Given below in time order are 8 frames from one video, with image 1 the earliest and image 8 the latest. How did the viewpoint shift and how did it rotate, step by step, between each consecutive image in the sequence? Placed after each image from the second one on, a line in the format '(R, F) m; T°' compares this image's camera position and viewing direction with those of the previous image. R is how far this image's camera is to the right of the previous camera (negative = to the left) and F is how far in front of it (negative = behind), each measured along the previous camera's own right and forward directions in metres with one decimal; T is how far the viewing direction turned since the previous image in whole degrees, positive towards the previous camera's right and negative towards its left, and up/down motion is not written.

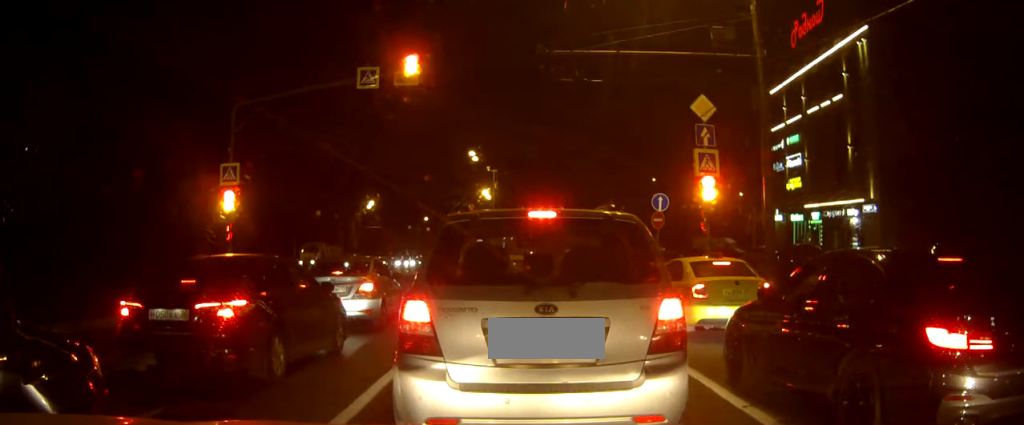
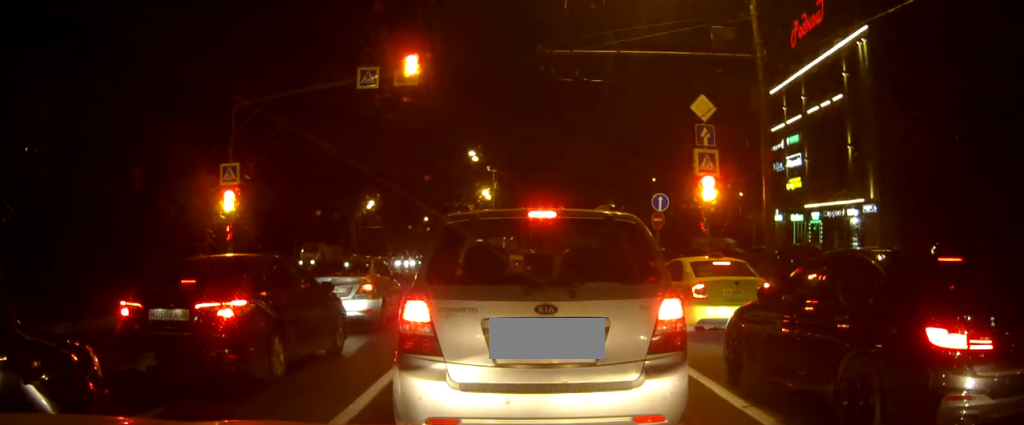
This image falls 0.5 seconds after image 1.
(0.0, 0.0) m; 0°
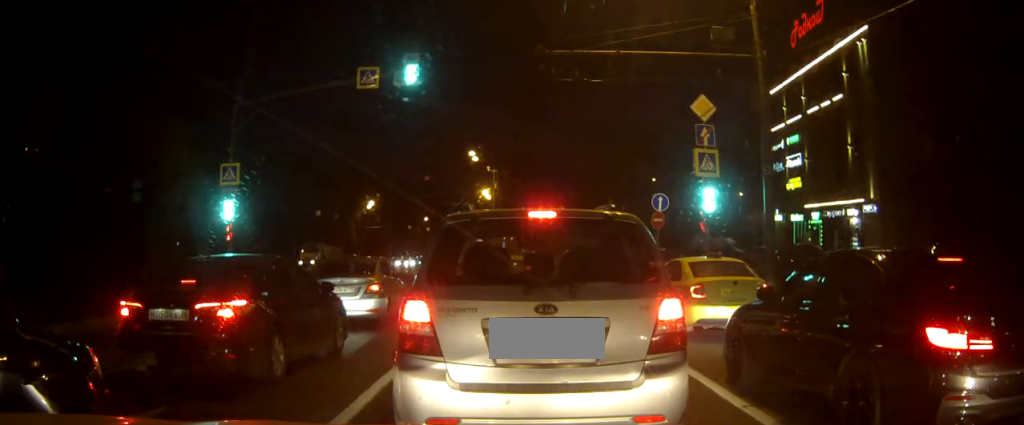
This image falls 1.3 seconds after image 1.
(0.0, 0.0) m; 0°
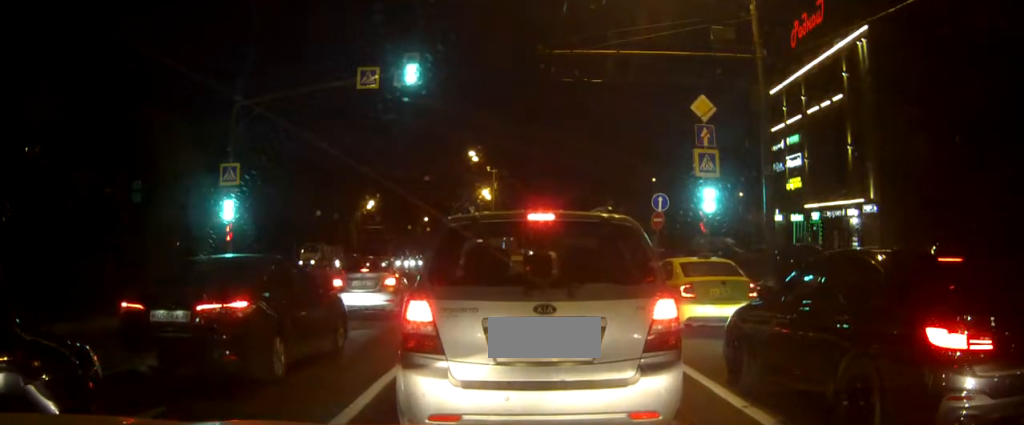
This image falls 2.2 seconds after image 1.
(0.0, 0.0) m; 0°
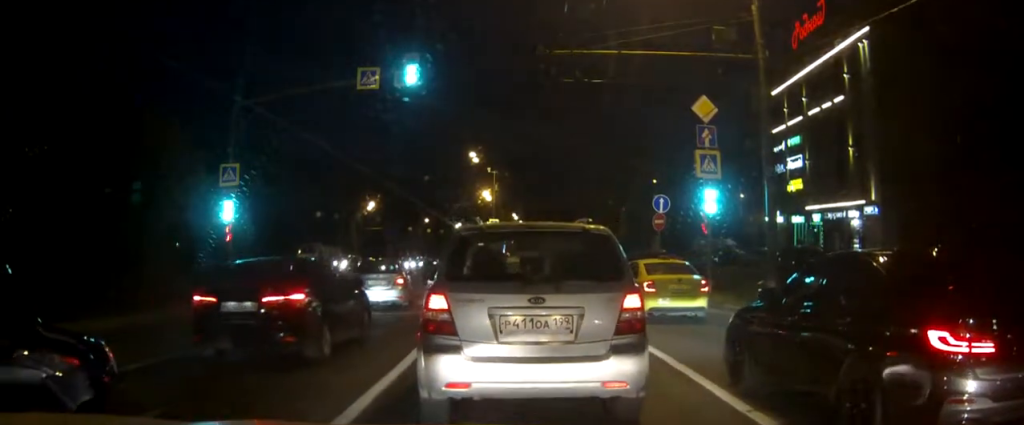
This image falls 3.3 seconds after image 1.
(0.0, +0.3) m; 0°
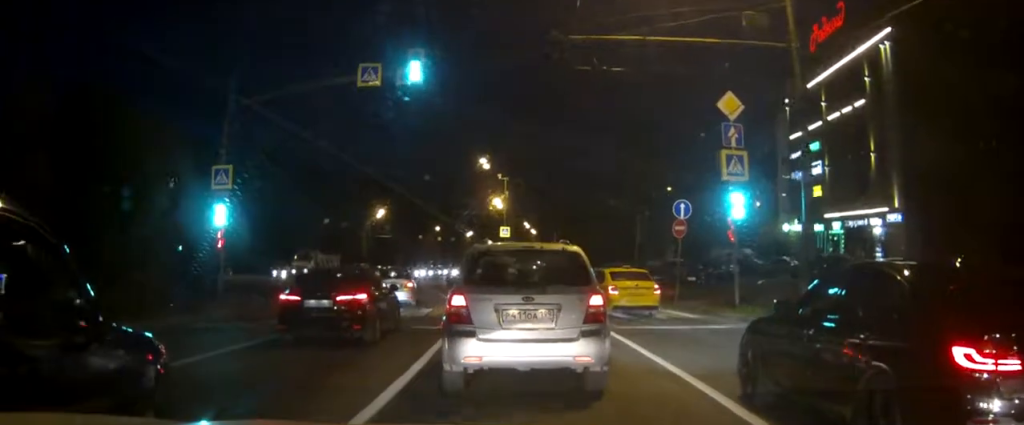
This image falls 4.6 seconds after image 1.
(0.0, +0.3) m; 0°
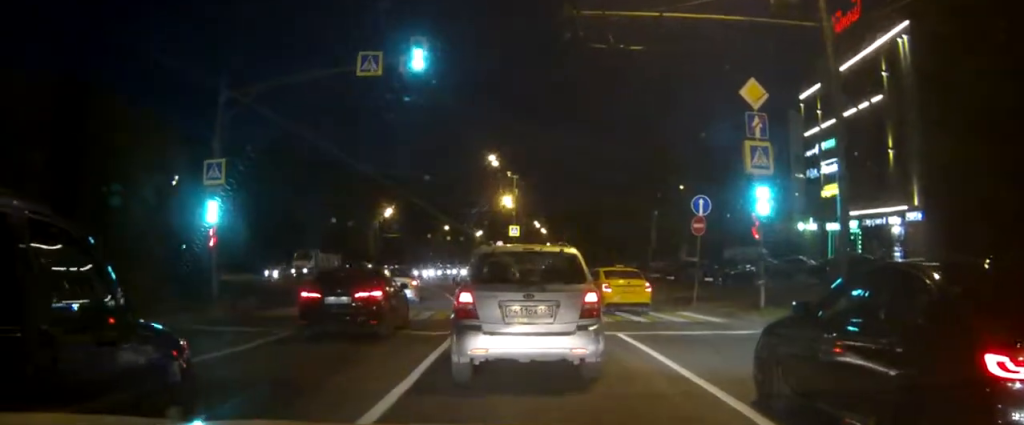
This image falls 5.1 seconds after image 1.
(0.0, +0.3) m; 0°
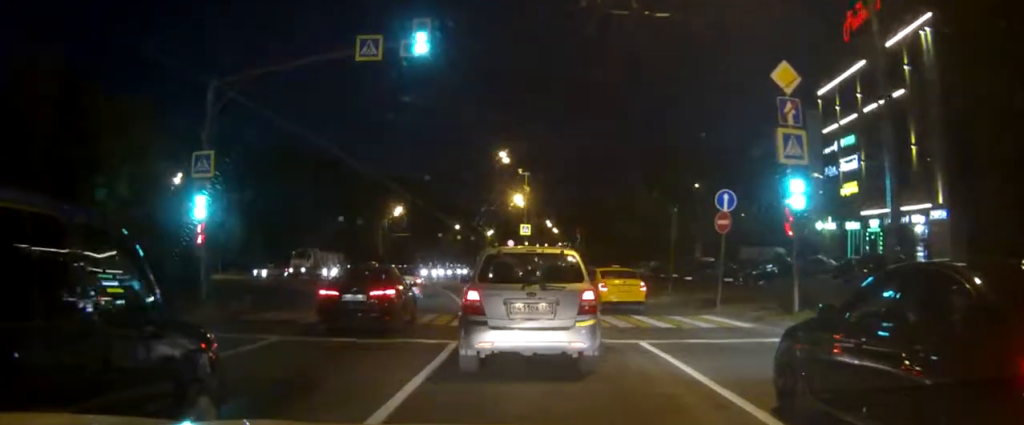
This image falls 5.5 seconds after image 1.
(0.0, +0.9) m; 0°
